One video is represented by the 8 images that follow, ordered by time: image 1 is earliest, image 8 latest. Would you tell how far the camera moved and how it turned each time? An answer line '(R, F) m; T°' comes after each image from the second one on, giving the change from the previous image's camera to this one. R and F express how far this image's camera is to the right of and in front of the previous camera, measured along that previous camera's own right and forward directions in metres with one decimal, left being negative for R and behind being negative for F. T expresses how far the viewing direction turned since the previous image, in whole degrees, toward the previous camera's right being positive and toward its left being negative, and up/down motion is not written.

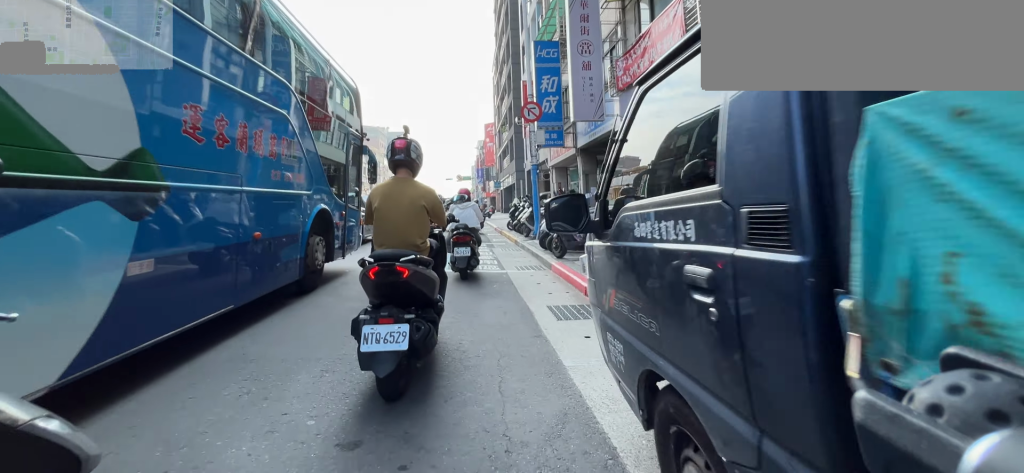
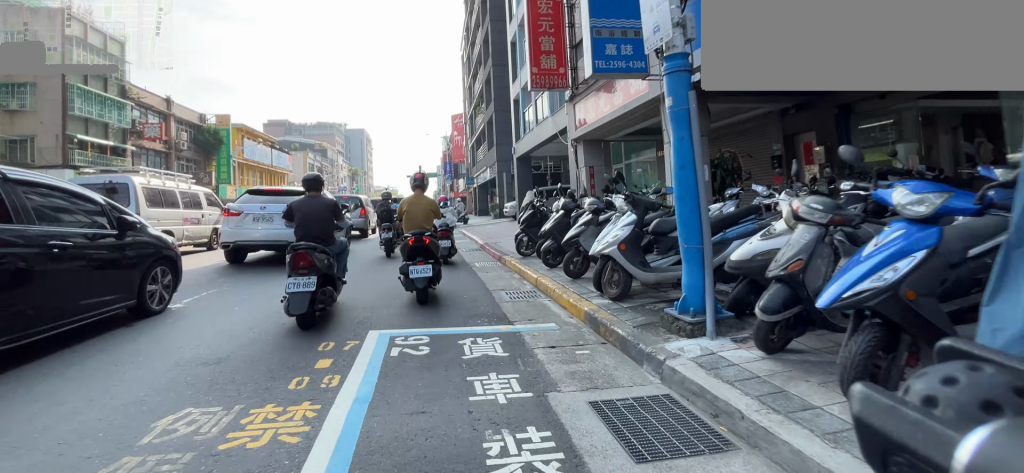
(+0.5, +11.0) m; +4°
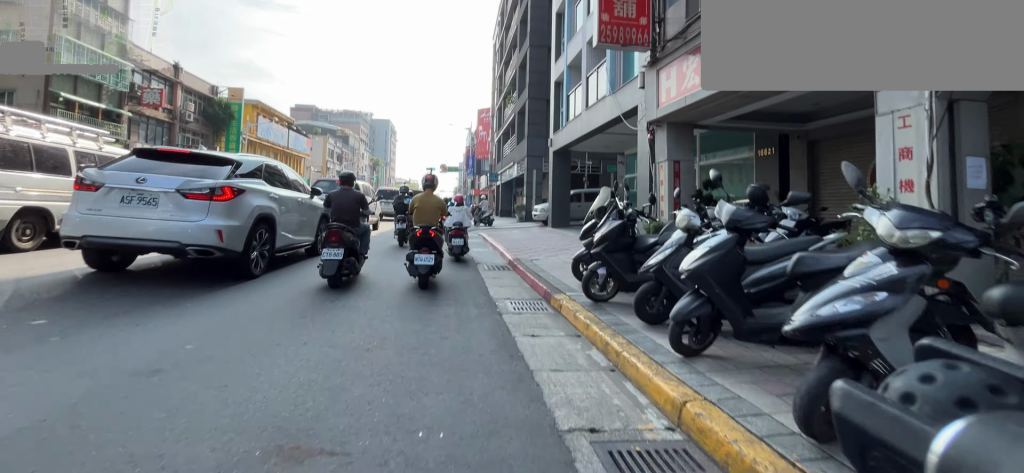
(+0.1, +4.2) m; +1°
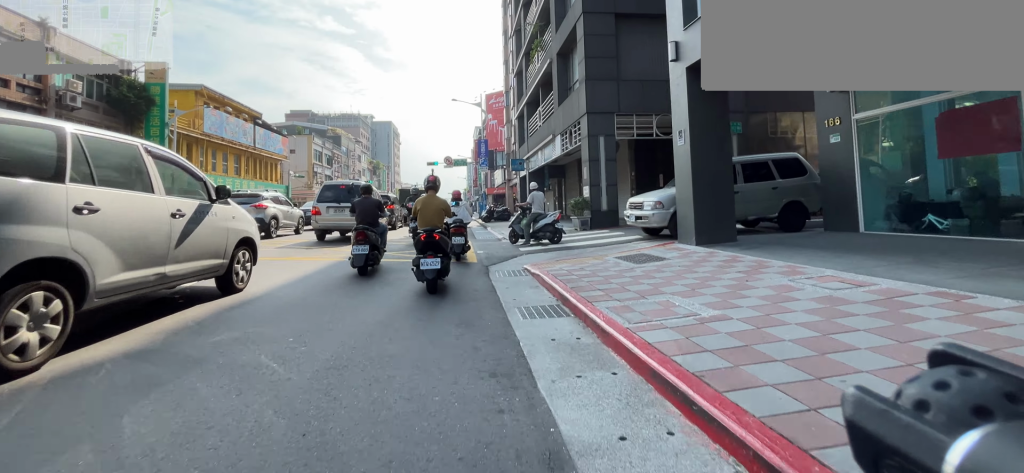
(+0.1, +11.1) m; +1°
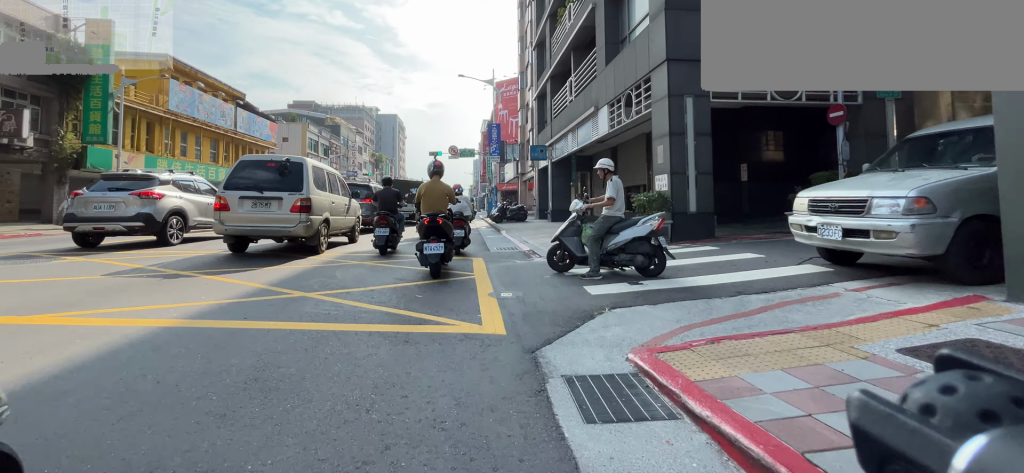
(0.0, +5.0) m; 0°
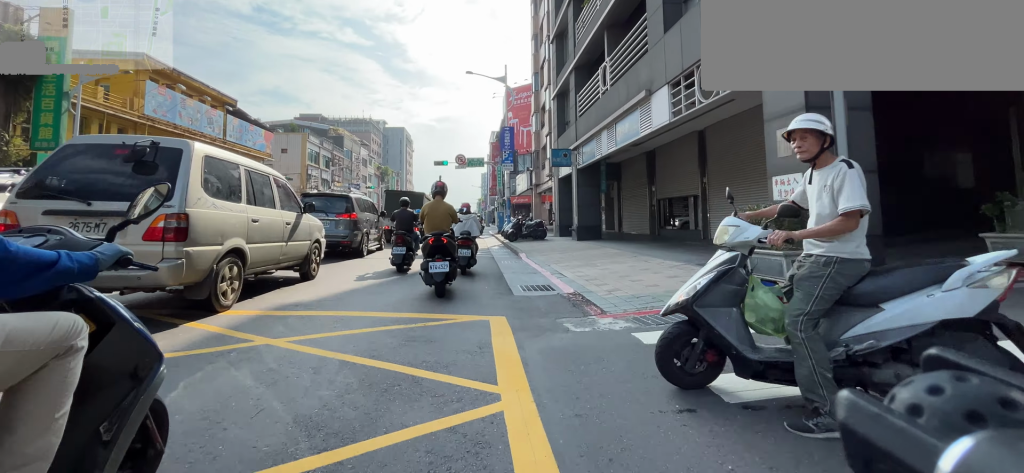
(0.0, +3.3) m; 0°
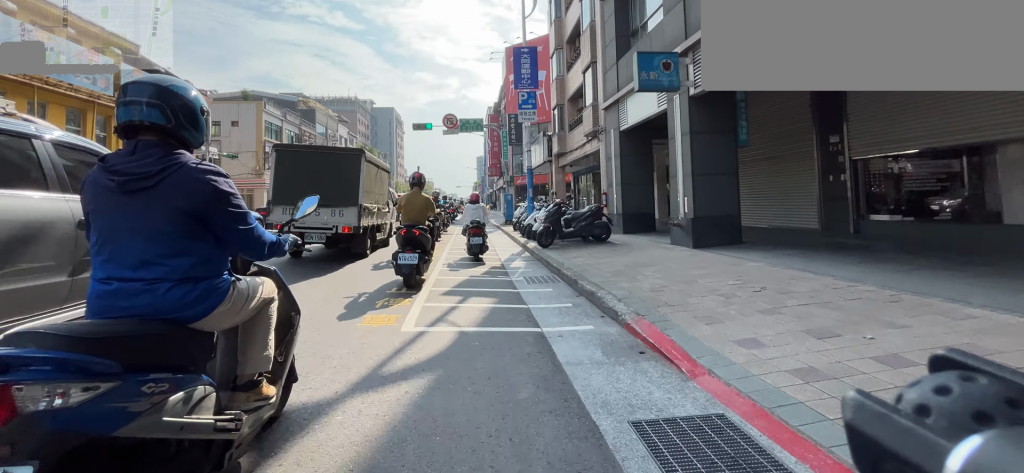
(0.0, +7.8) m; 0°
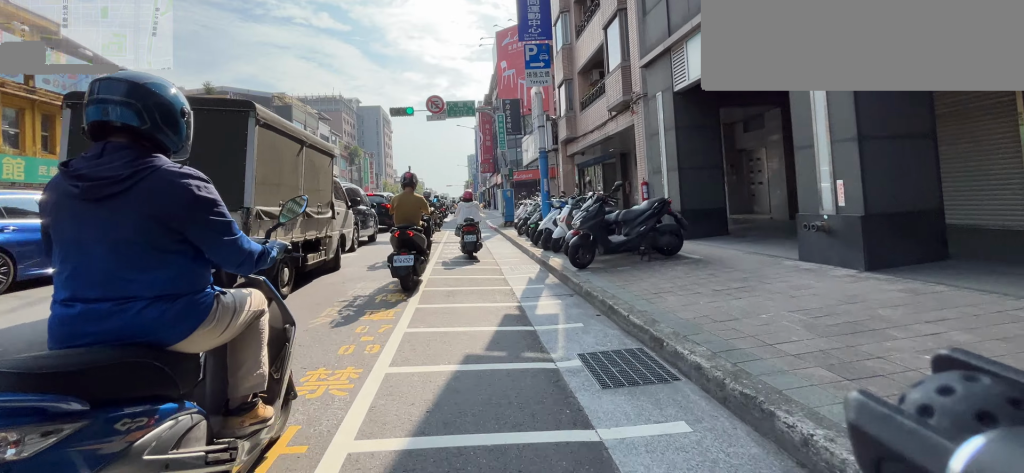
(0.0, +2.9) m; 0°
